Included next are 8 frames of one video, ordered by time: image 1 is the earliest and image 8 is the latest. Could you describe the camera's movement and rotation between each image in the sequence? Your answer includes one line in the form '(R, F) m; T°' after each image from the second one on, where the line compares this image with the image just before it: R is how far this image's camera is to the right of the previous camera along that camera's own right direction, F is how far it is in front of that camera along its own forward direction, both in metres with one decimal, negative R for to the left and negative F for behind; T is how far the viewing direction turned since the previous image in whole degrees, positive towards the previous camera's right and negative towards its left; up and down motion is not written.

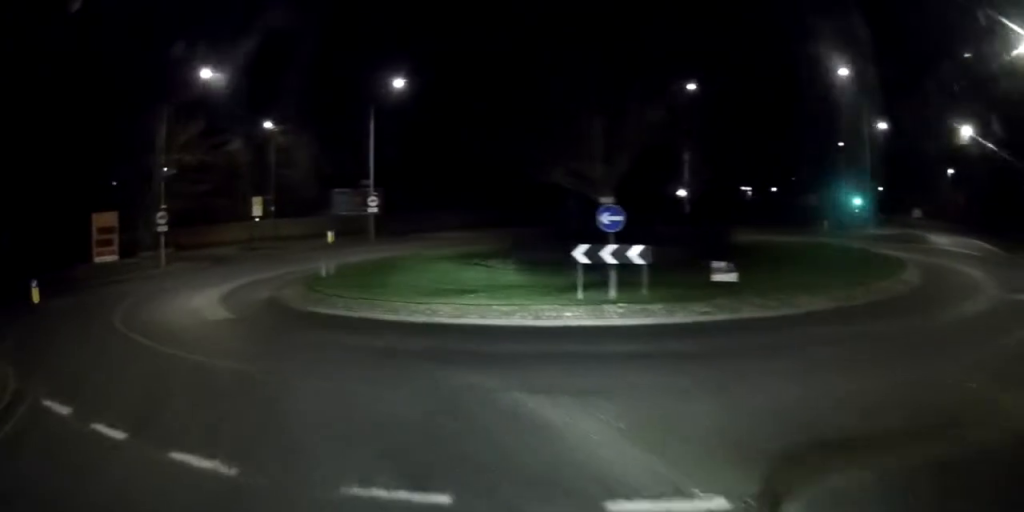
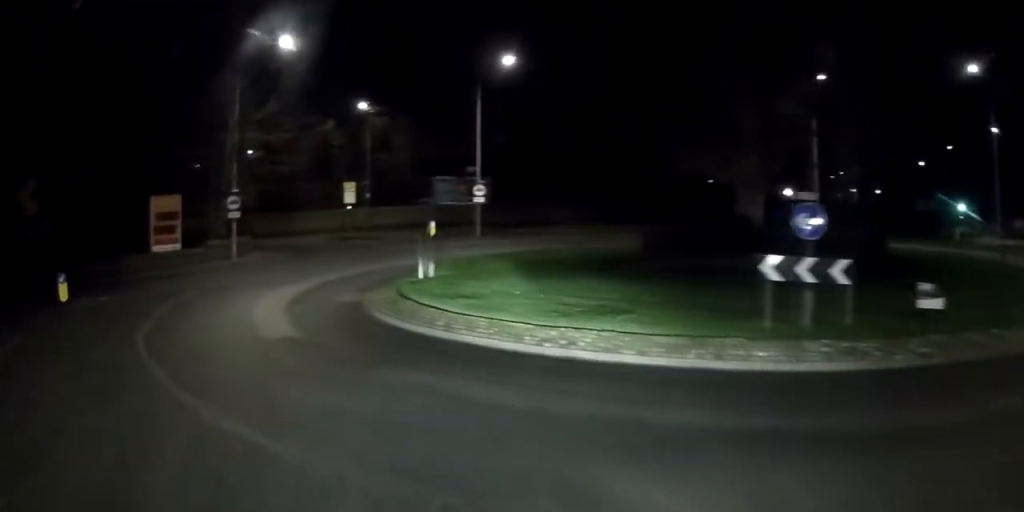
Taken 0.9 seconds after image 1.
(-0.1, +4.7) m; -2°
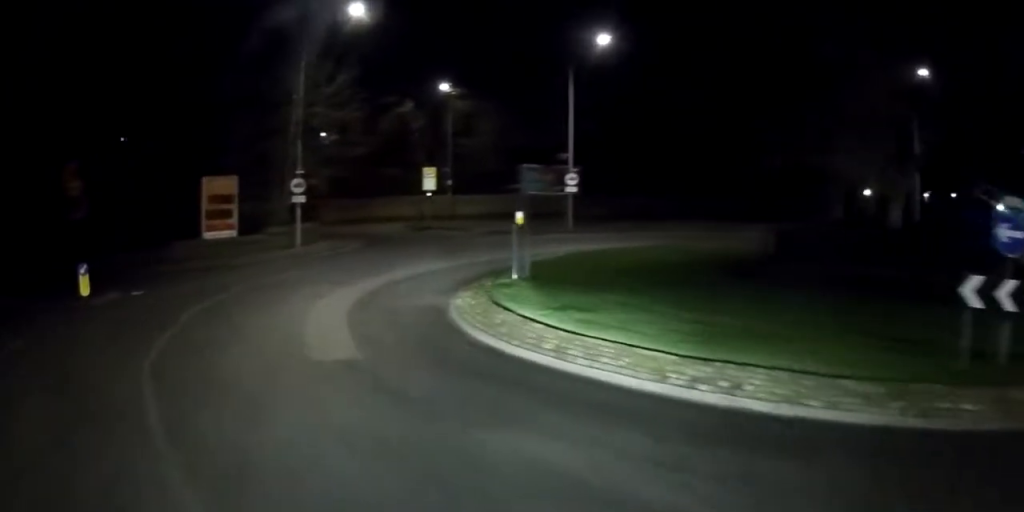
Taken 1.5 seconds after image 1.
(0.0, +3.4) m; -2°
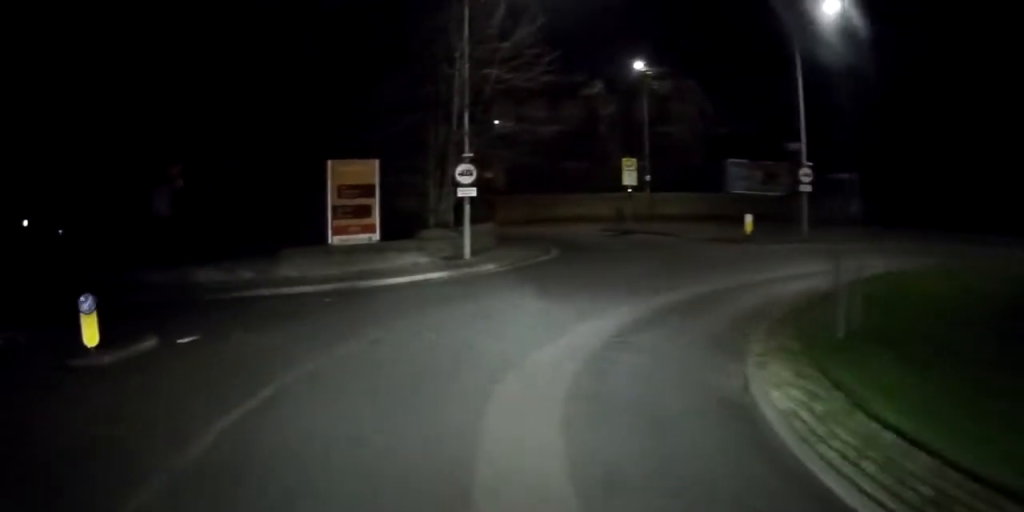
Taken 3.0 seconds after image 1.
(-0.4, +8.2) m; +2°
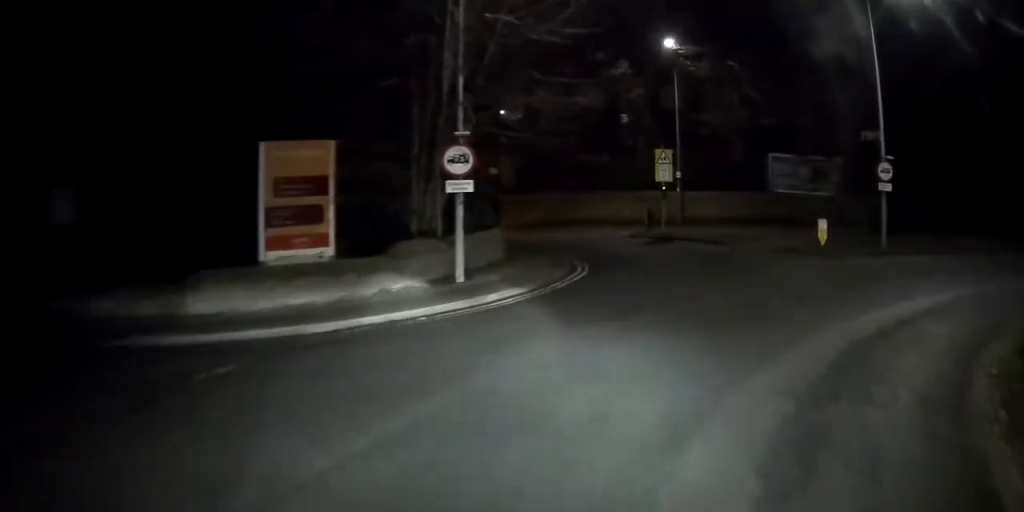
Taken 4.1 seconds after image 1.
(+1.0, +6.2) m; +20°
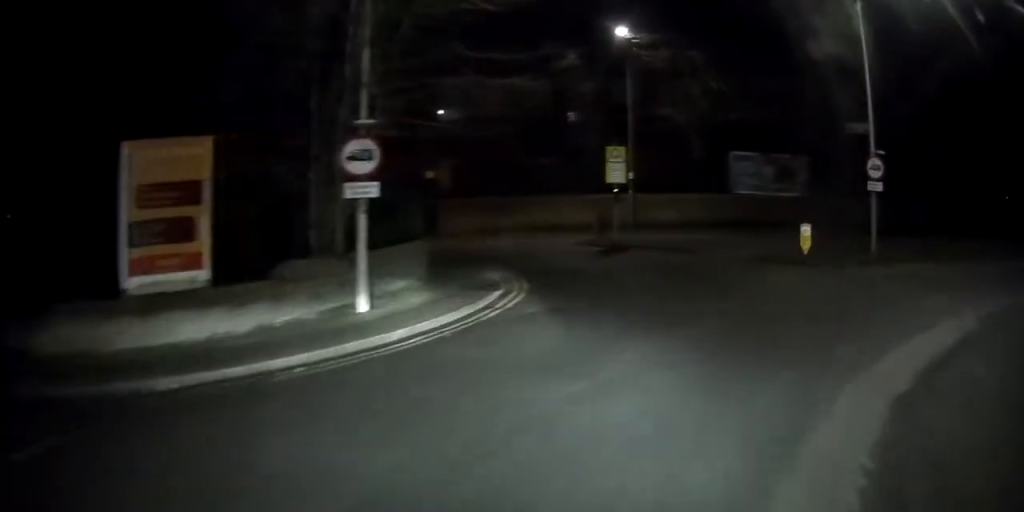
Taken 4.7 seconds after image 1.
(+0.5, +3.2) m; +9°
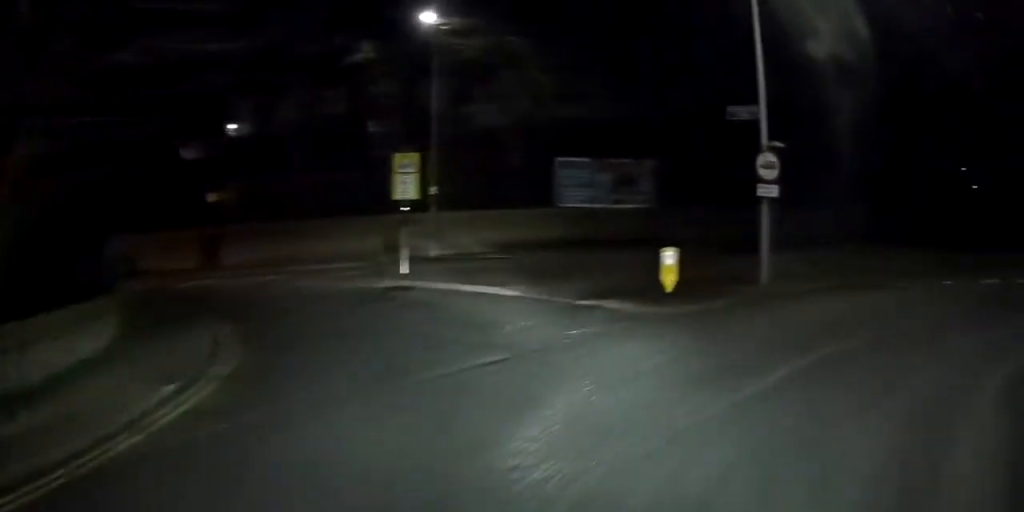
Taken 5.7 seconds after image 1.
(+0.1, +6.1) m; +11°
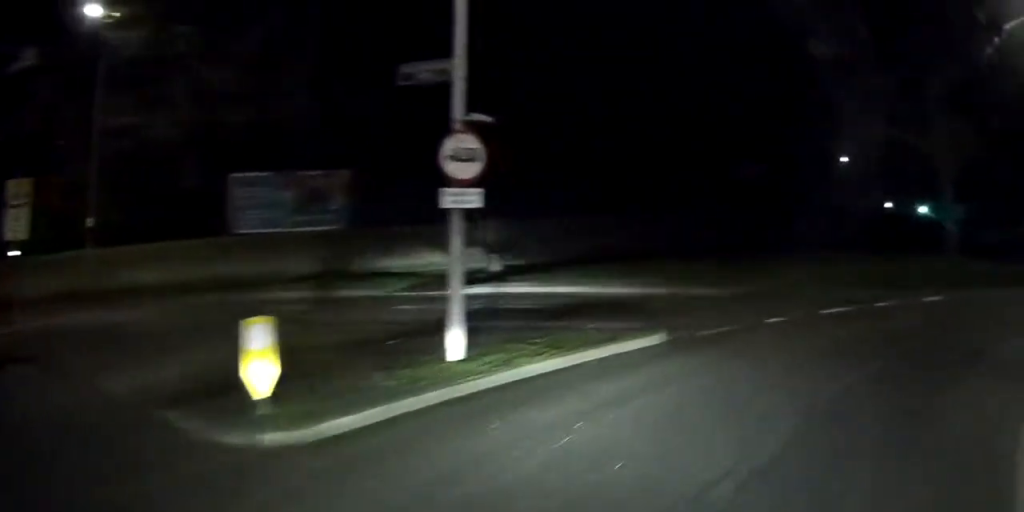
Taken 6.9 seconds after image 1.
(+1.4, +6.3) m; +21°
